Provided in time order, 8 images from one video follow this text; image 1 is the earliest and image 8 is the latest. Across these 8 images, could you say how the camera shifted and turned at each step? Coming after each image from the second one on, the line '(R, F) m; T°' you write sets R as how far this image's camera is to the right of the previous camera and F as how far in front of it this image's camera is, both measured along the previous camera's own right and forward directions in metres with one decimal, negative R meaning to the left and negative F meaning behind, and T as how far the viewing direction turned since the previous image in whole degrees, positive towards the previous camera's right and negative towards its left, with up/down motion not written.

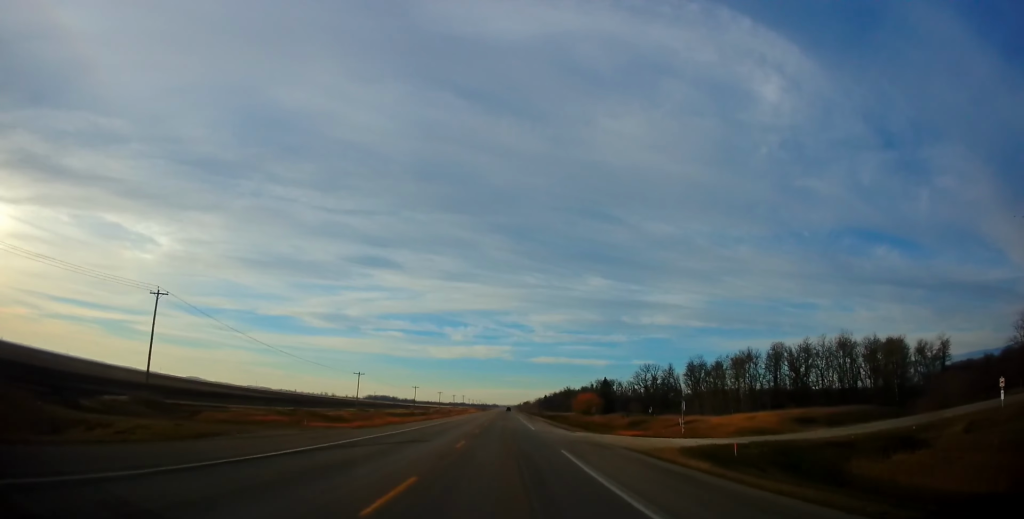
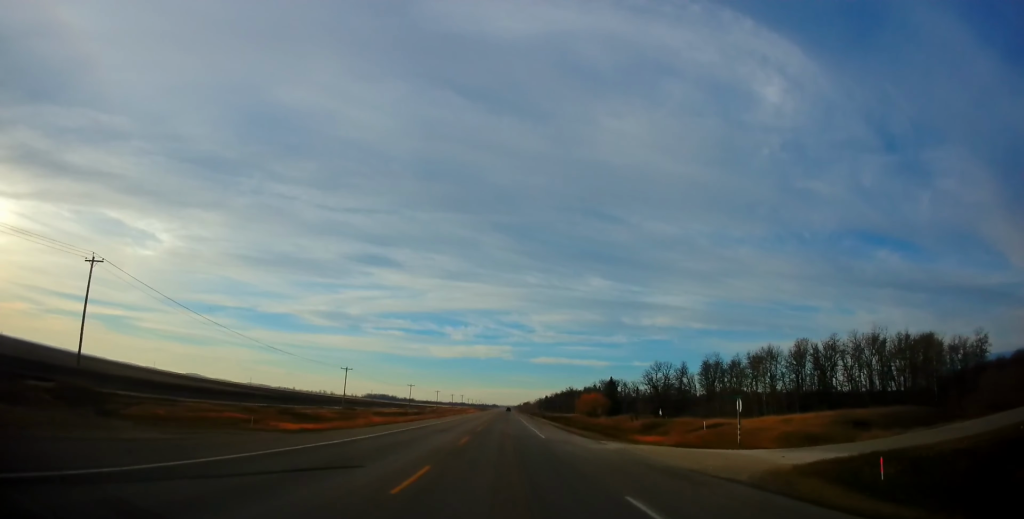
(+0.1, +10.3) m; 0°
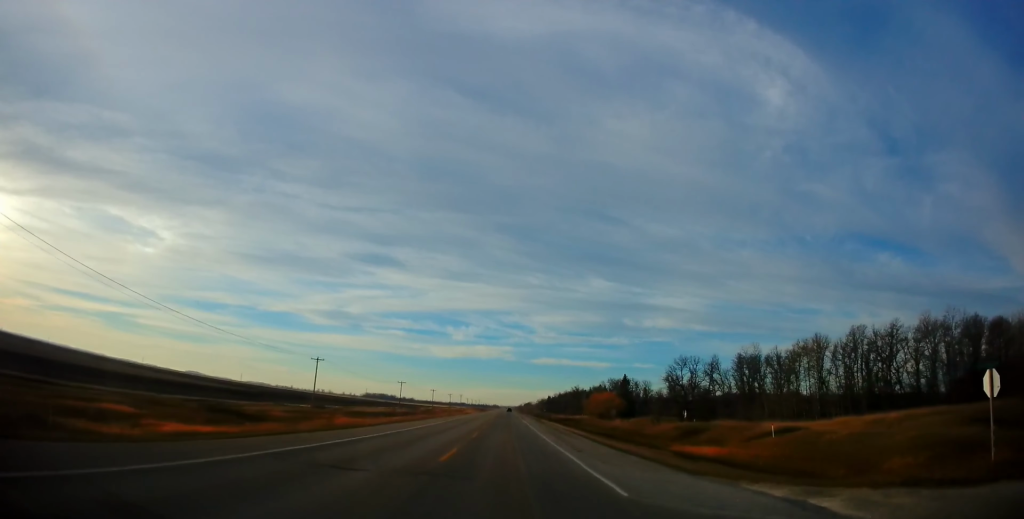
(-0.3, +19.0) m; 0°
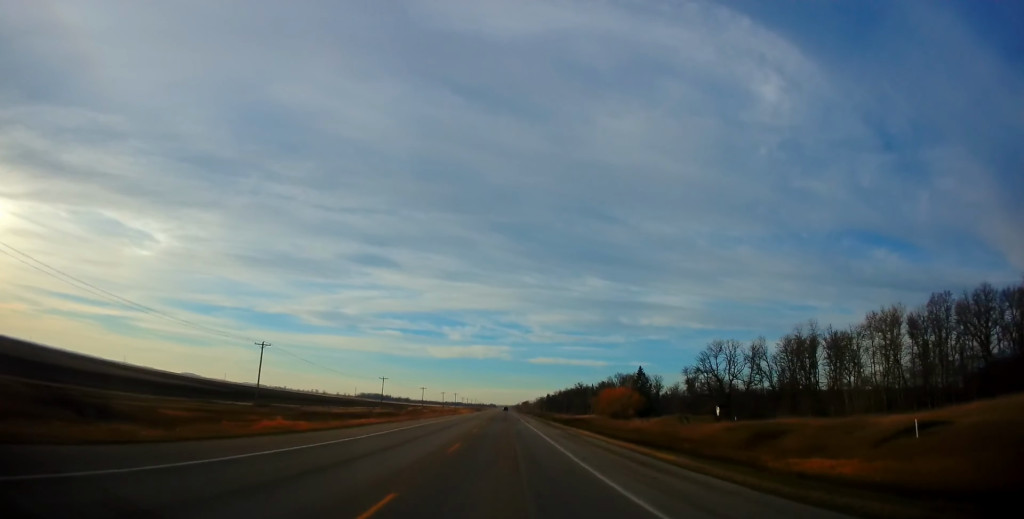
(+0.2, +21.7) m; +1°
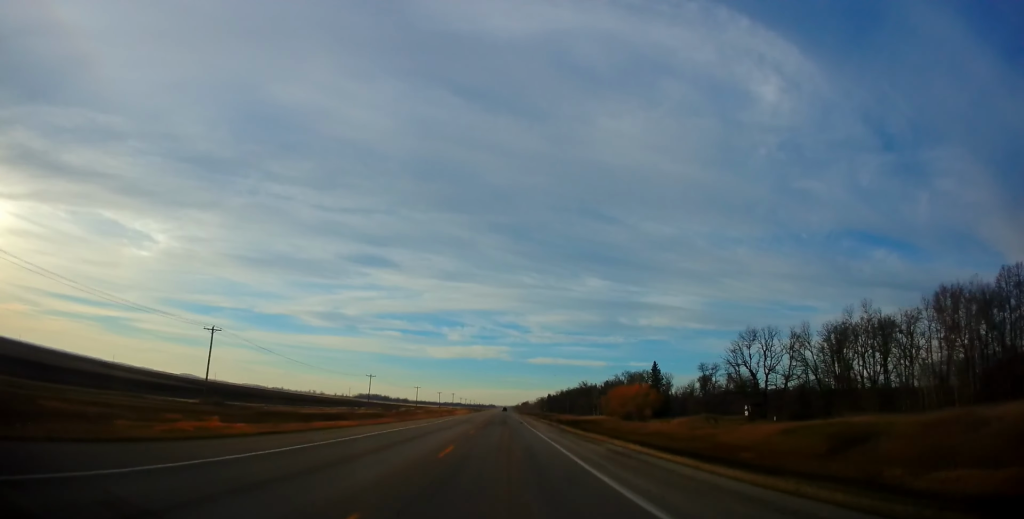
(+0.1, +13.8) m; 0°
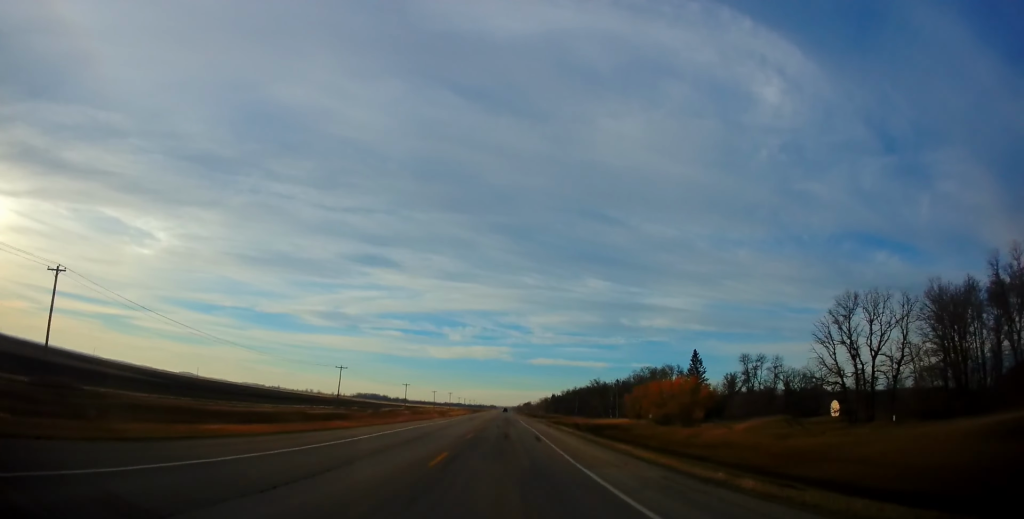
(+0.1, +25.6) m; 0°
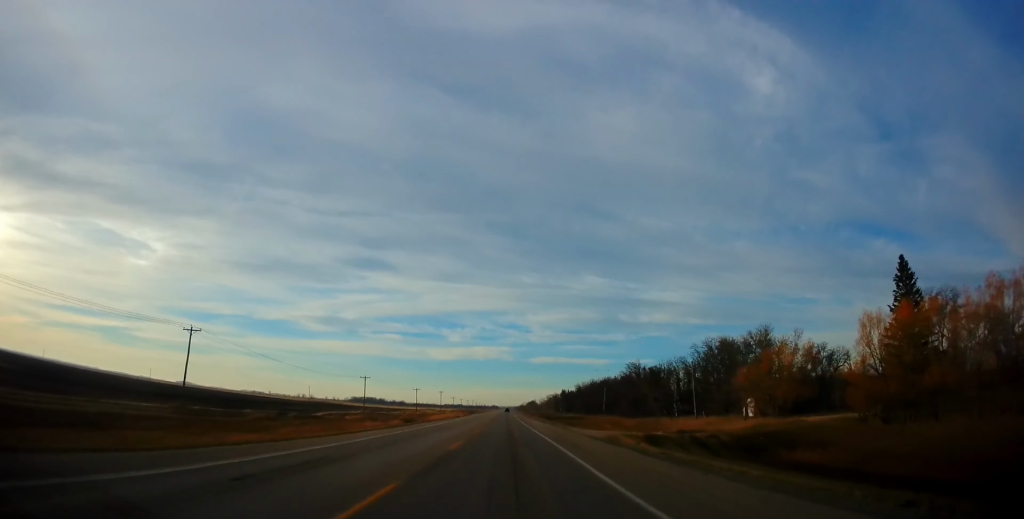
(-0.9, +53.8) m; -1°
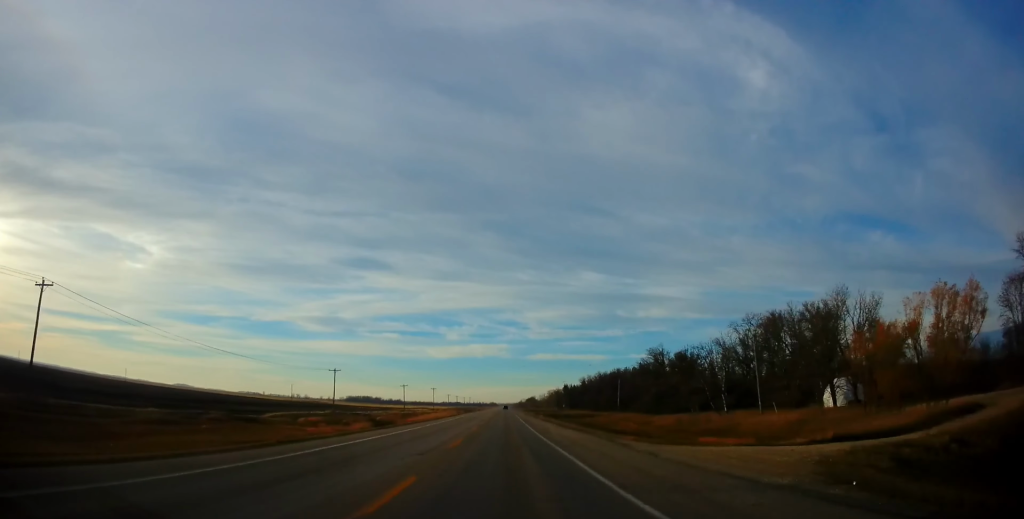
(+0.1, +21.4) m; 0°
